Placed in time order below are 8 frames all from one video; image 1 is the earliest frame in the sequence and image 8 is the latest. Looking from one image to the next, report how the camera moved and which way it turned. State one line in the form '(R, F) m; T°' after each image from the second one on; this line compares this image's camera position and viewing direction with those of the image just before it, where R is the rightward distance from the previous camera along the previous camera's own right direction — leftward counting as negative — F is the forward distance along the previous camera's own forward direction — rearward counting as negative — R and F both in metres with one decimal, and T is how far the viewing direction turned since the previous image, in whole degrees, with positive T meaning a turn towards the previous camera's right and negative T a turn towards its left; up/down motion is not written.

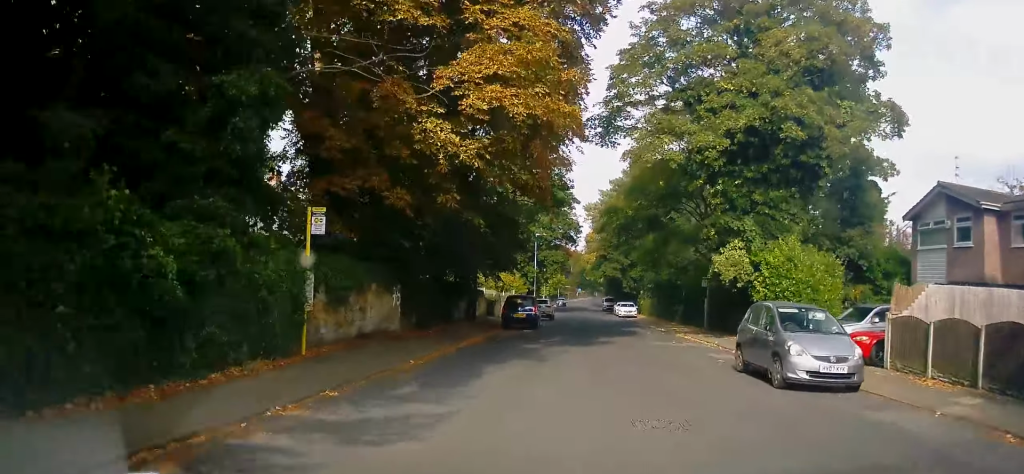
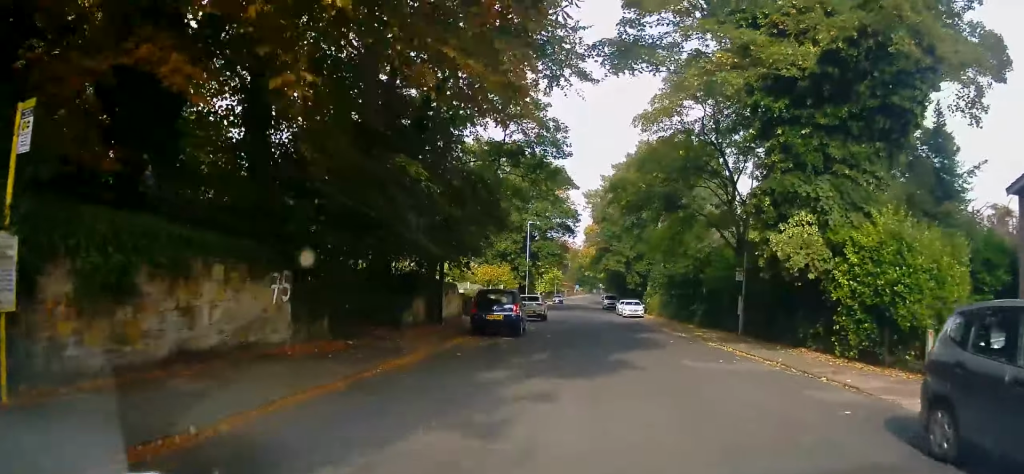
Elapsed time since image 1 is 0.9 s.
(0.0, +7.5) m; +1°
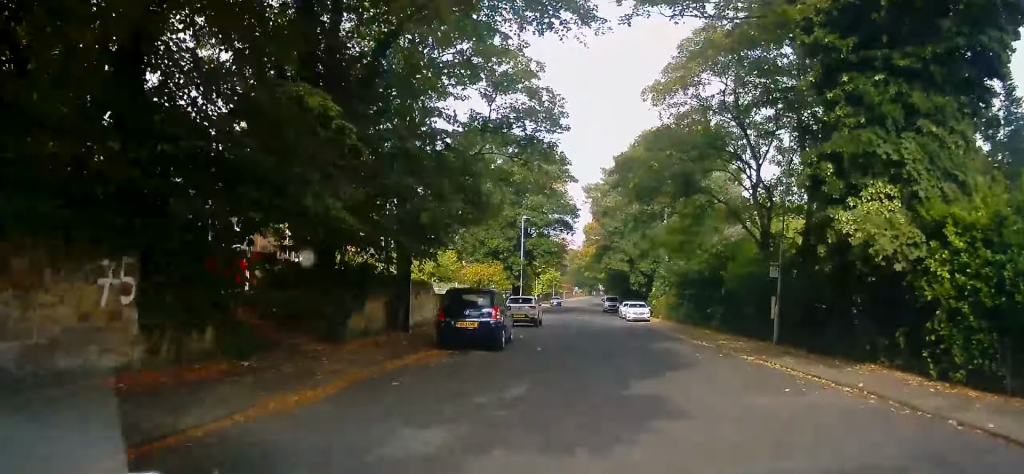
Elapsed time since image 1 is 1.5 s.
(+0.1, +4.9) m; 0°
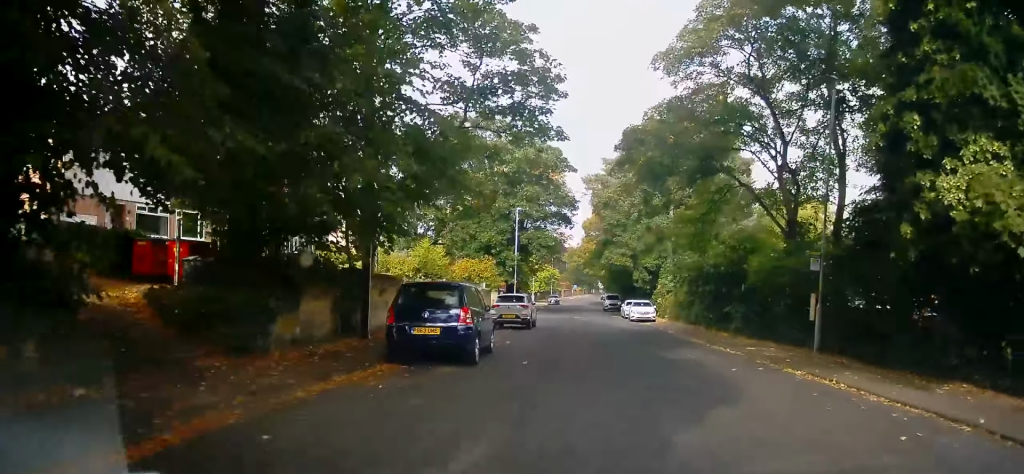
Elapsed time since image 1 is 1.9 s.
(+0.1, +4.0) m; 0°
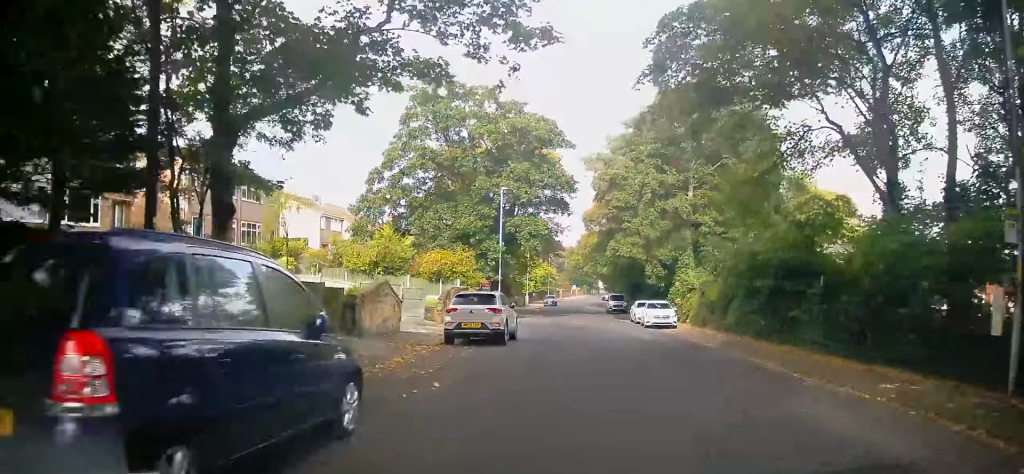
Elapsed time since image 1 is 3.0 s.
(-0.1, +9.1) m; 0°
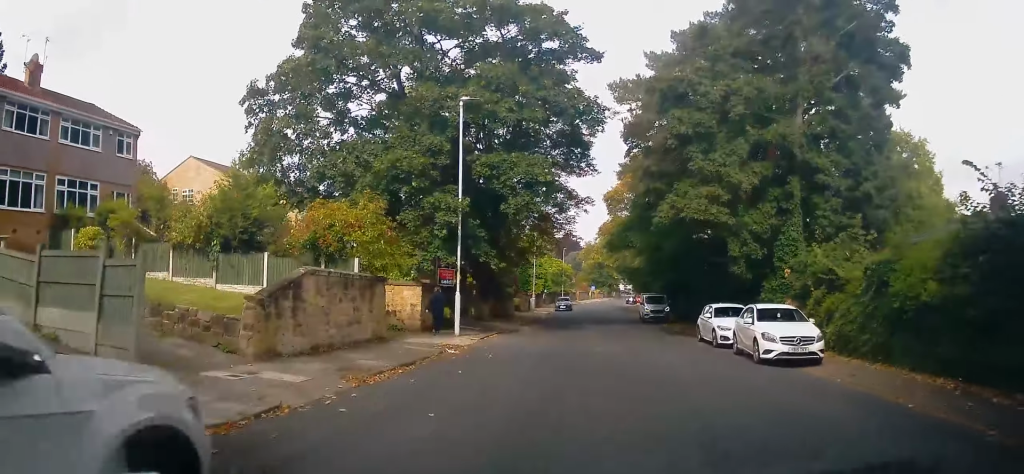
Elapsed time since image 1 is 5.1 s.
(0.0, +17.9) m; -1°
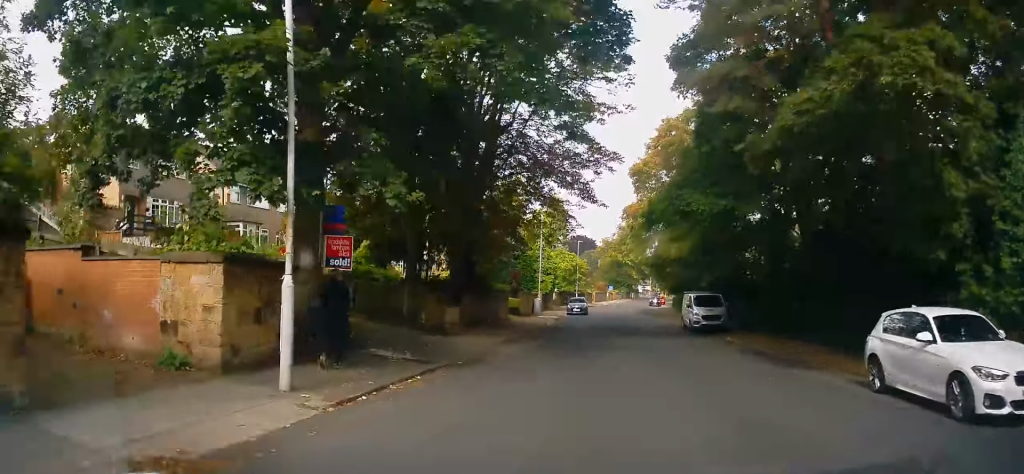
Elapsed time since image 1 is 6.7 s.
(-0.4, +13.1) m; -1°
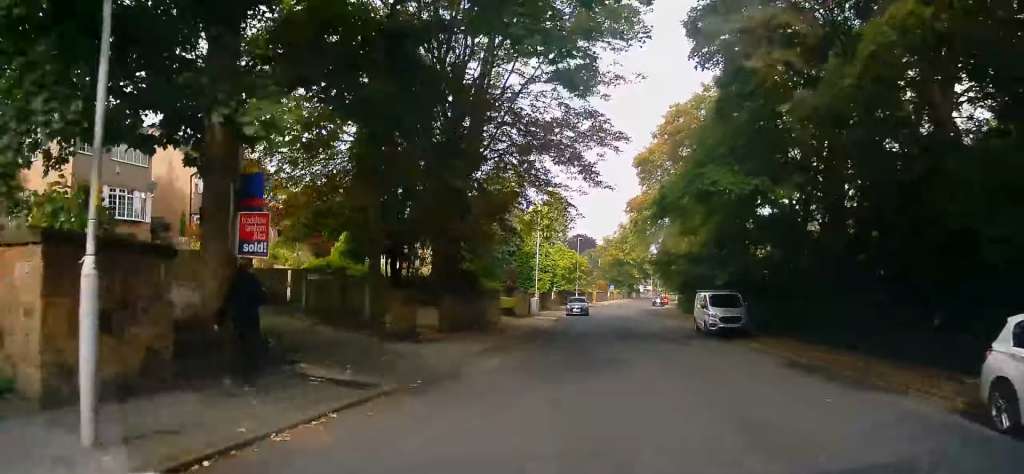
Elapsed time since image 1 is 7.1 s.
(0.0, +3.7) m; 0°
